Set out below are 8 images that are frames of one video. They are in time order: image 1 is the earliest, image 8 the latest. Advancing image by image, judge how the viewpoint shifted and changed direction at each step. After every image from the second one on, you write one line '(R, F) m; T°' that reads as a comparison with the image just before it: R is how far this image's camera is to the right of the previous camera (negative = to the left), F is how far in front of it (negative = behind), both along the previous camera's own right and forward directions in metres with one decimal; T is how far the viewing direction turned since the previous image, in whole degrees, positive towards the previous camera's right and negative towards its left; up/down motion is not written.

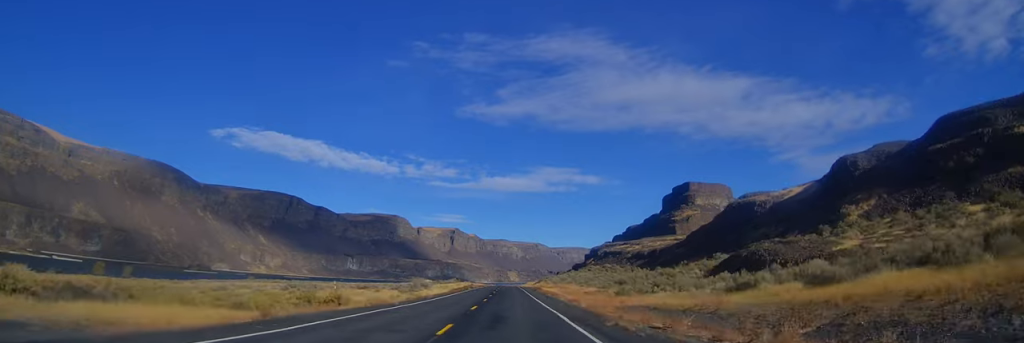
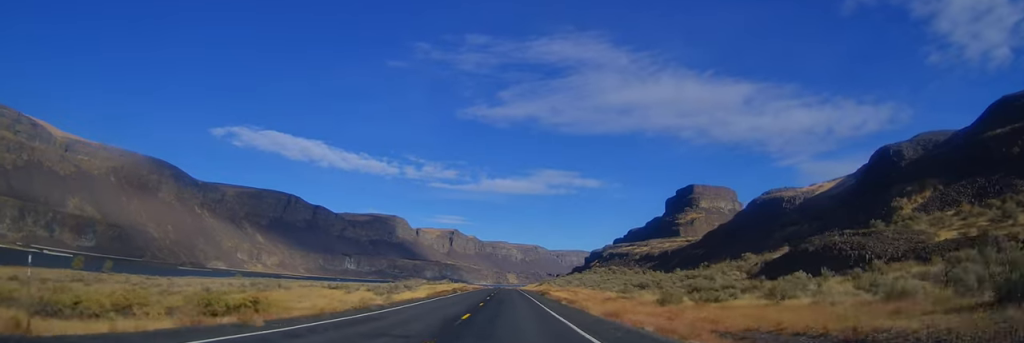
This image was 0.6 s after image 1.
(0.0, +17.6) m; 0°
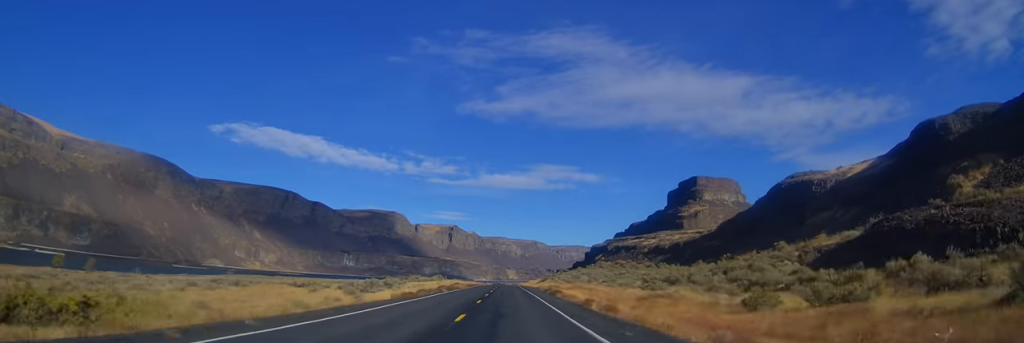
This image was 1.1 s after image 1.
(0.0, +15.7) m; 0°
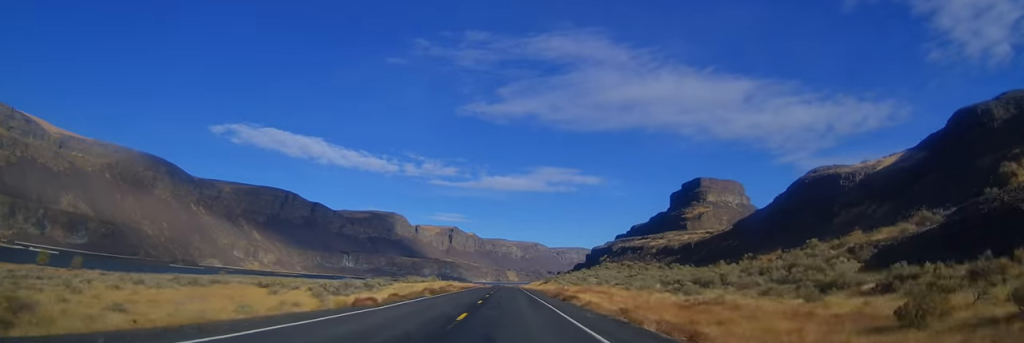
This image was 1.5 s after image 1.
(0.0, +11.7) m; 0°
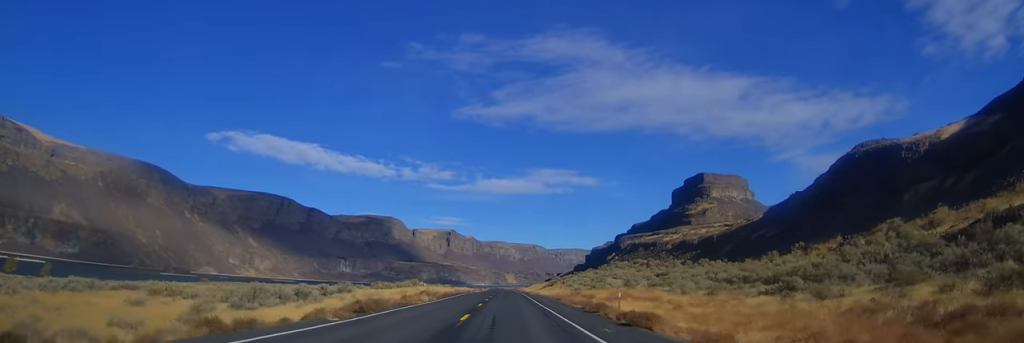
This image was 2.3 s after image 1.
(0.0, +22.5) m; 0°
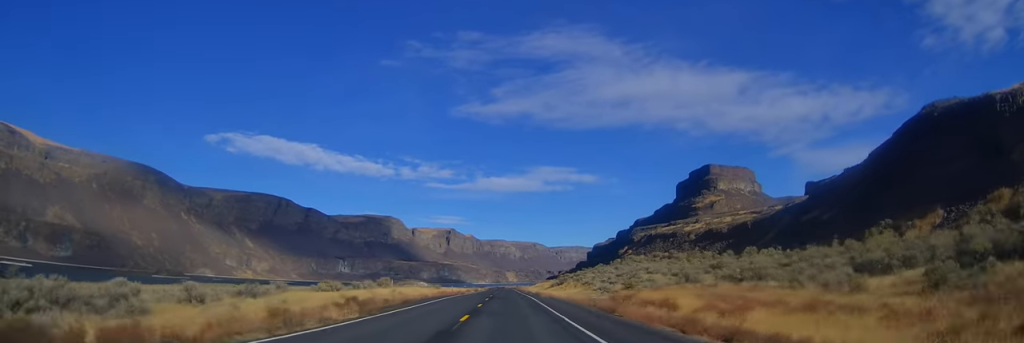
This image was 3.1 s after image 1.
(+0.1, +24.5) m; 0°
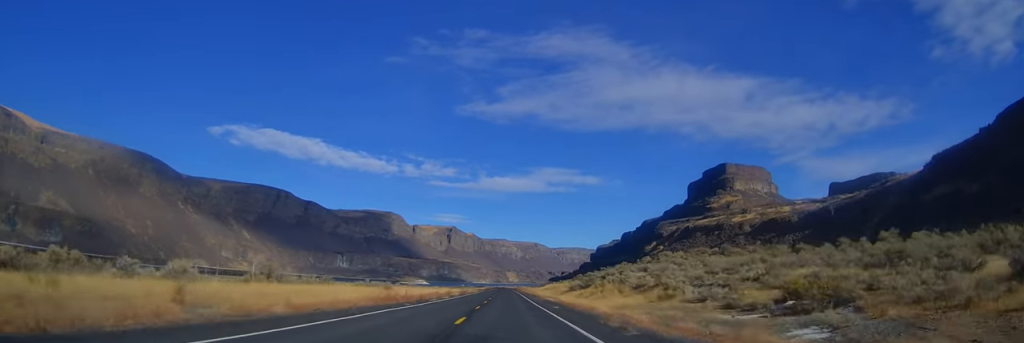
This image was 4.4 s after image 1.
(+0.1, +38.1) m; +1°
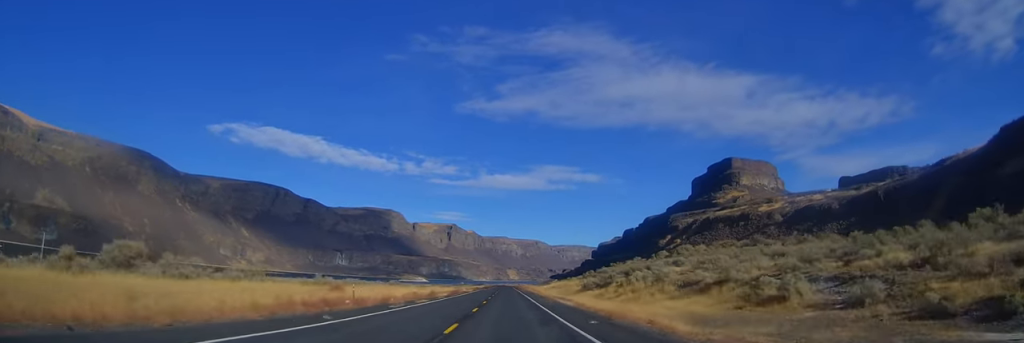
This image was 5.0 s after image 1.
(0.0, +15.7) m; 0°
